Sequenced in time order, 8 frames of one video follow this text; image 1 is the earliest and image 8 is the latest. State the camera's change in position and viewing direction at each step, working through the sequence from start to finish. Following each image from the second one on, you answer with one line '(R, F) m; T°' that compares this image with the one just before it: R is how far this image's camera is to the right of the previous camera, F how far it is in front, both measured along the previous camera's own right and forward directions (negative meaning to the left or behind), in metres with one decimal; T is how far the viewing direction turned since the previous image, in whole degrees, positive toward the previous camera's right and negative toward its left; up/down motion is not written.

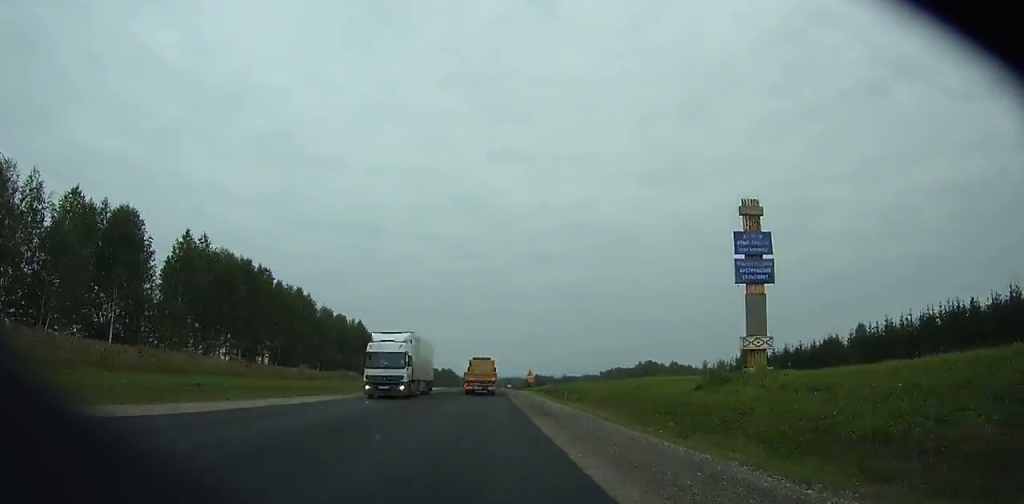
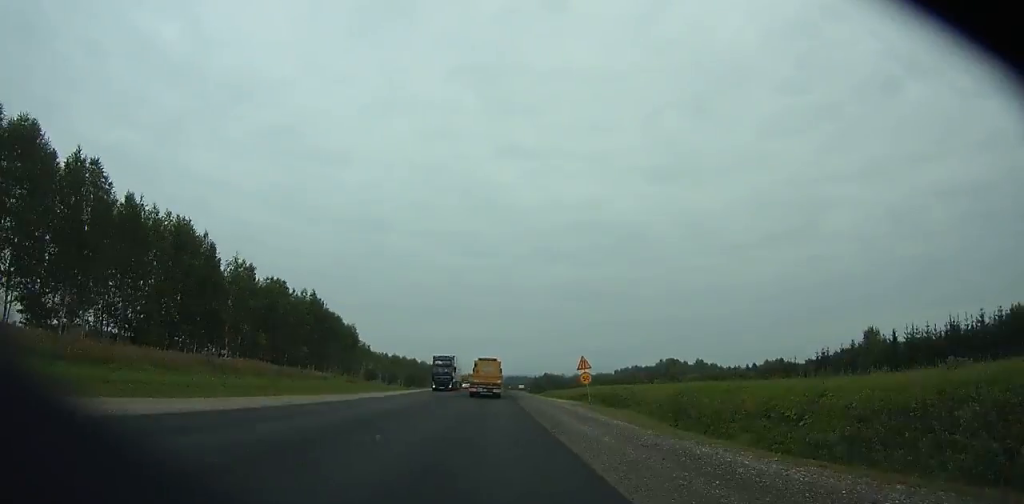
(-0.2, +47.4) m; 0°
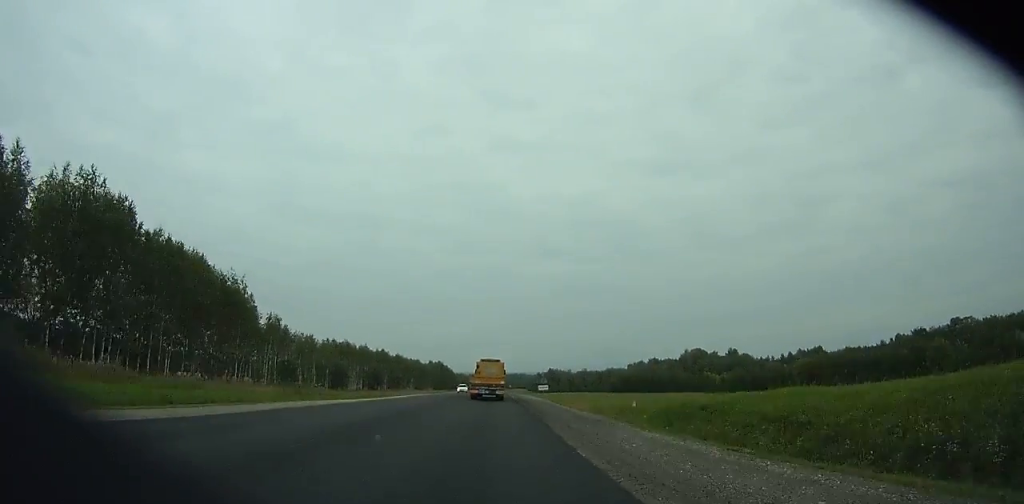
(+0.4, +68.2) m; +1°
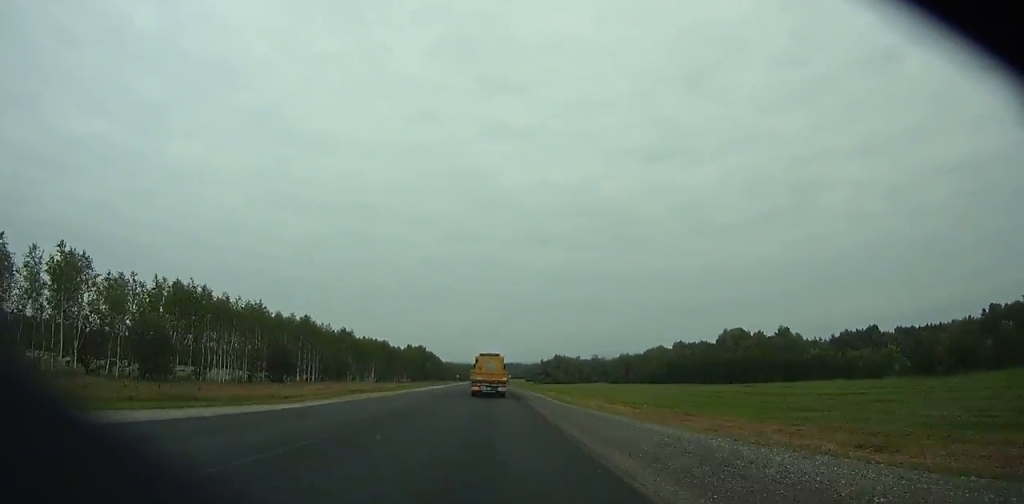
(+0.4, +74.3) m; +1°
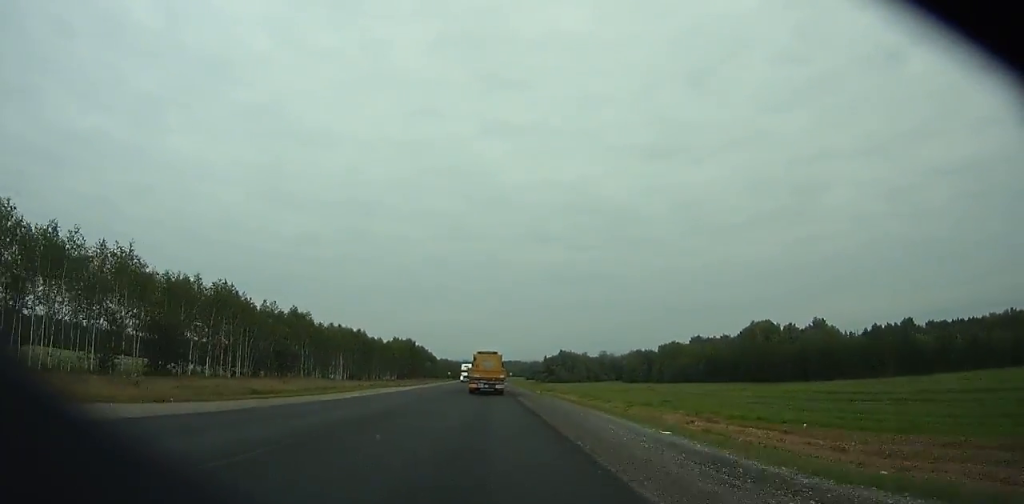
(+0.2, +35.4) m; 0°
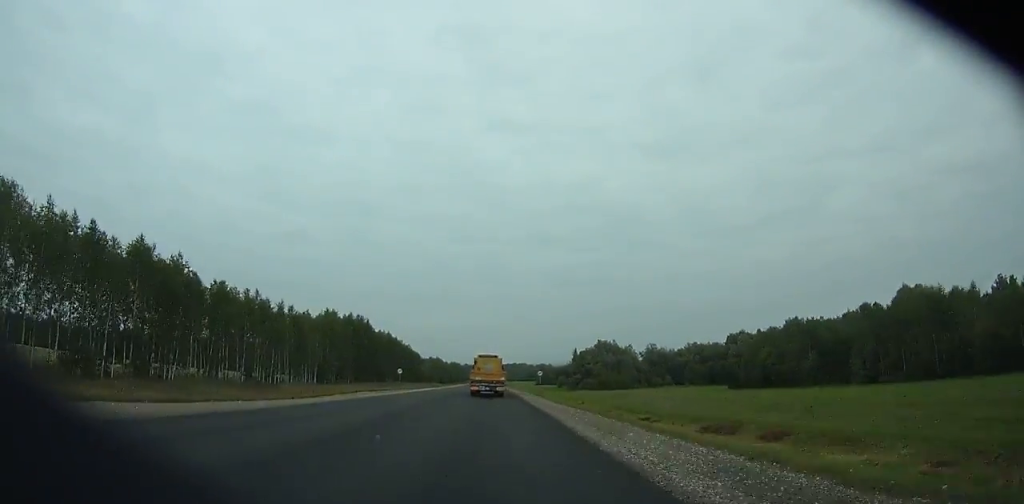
(-0.5, +107.7) m; 0°
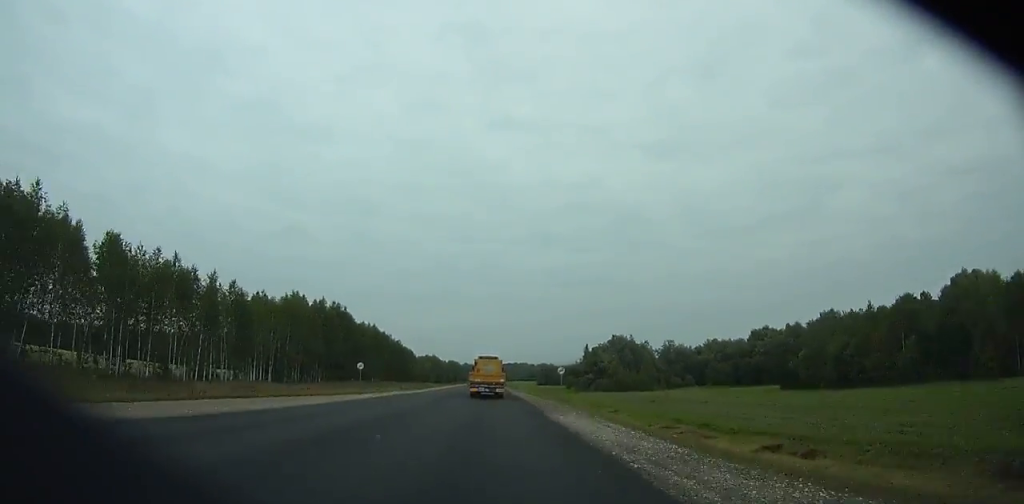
(0.0, +27.0) m; 0°
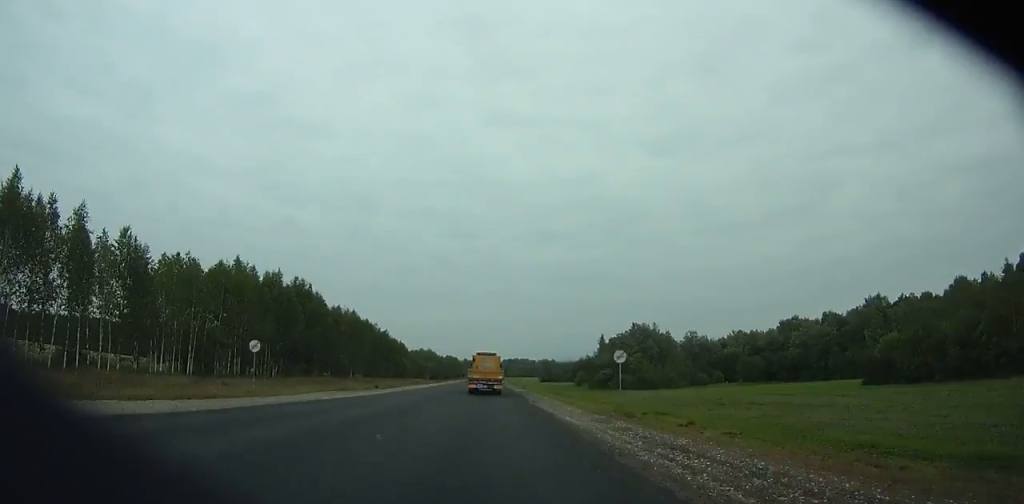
(+0.2, +28.3) m; 0°
